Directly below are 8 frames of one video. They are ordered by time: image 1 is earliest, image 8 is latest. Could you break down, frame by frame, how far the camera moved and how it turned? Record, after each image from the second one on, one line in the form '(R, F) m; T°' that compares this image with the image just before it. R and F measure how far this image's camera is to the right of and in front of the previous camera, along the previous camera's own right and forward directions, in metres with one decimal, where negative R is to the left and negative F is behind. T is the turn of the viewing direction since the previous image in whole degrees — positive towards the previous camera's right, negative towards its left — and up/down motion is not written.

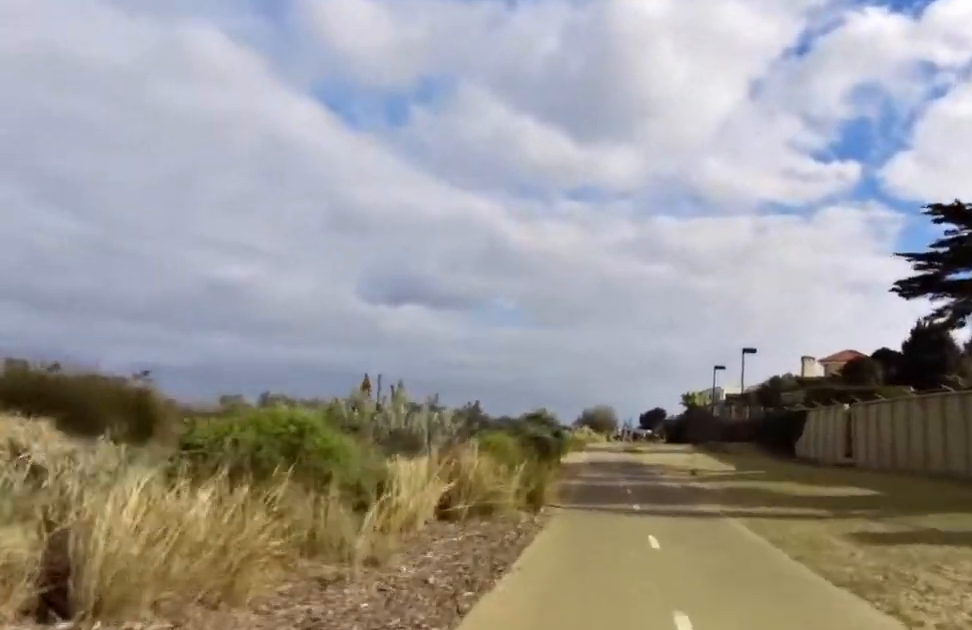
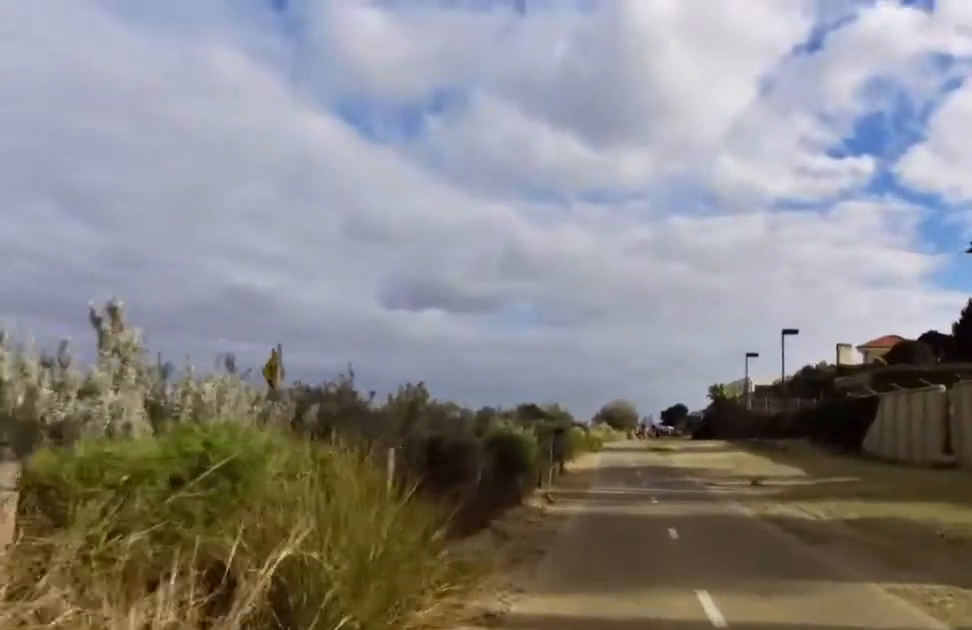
(-0.9, +7.6) m; -4°
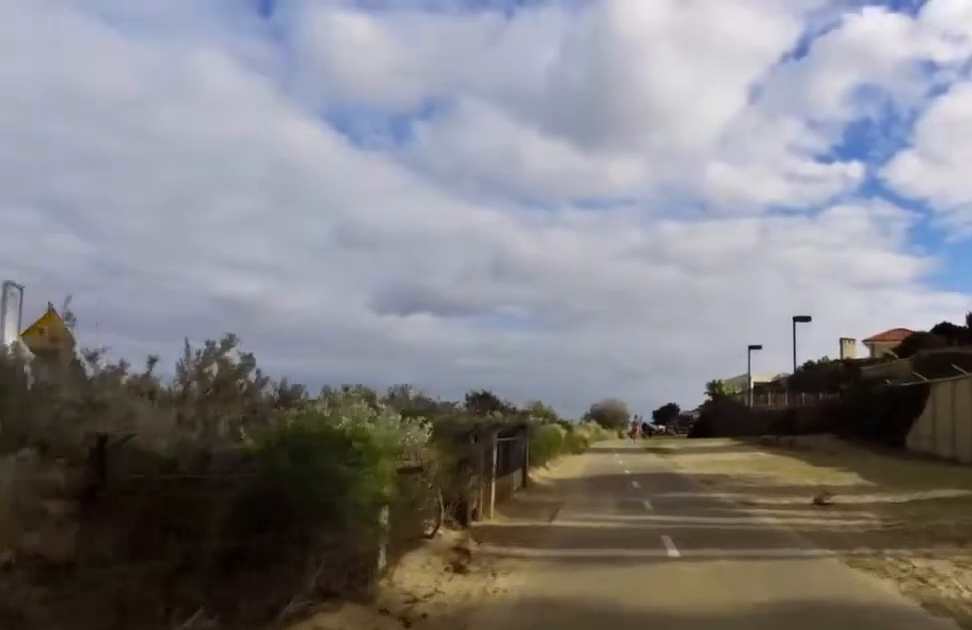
(+0.1, +5.5) m; +5°
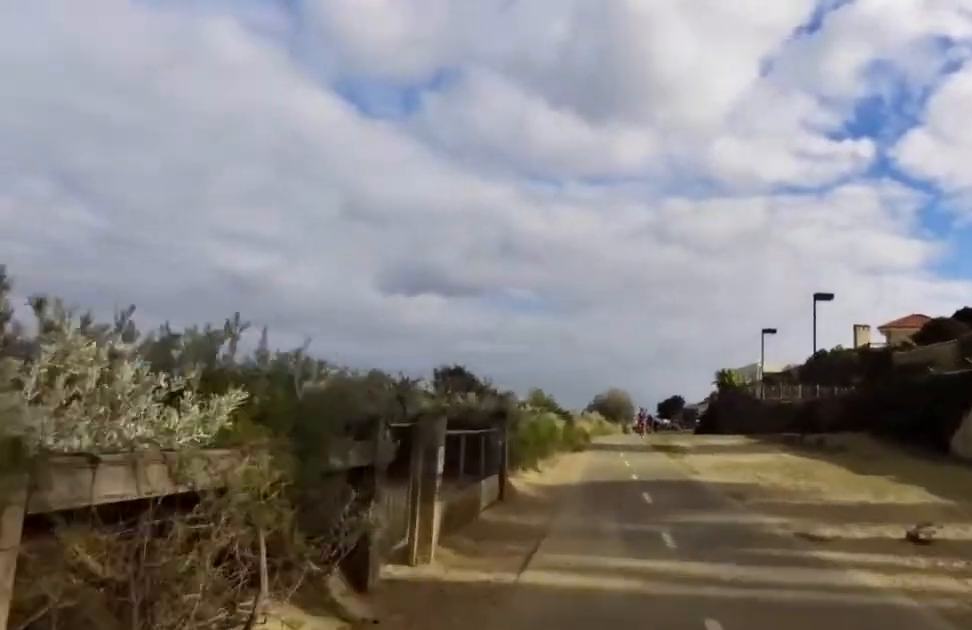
(+0.5, +2.8) m; 0°
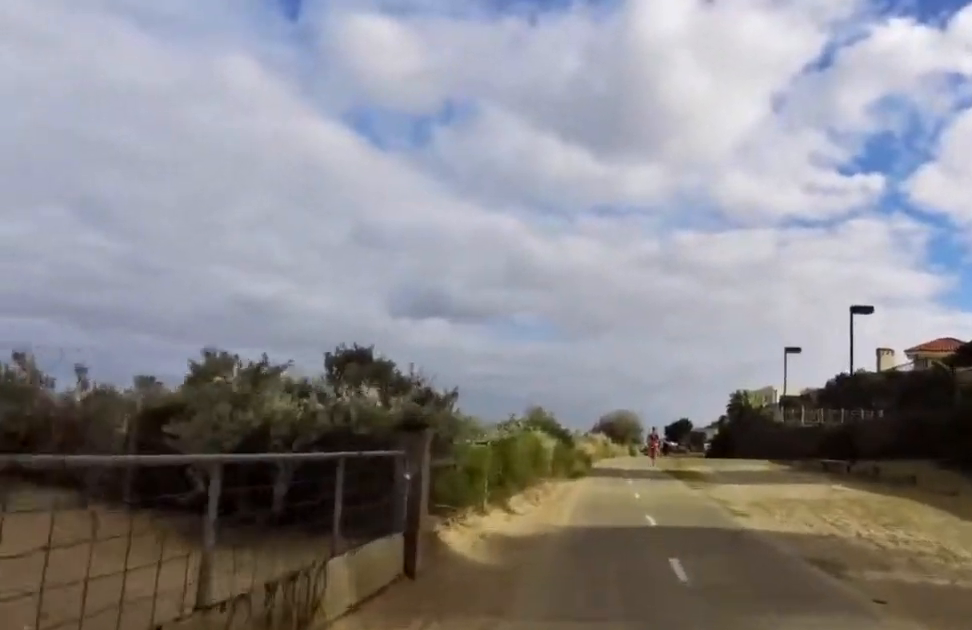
(-0.1, +4.4) m; -4°
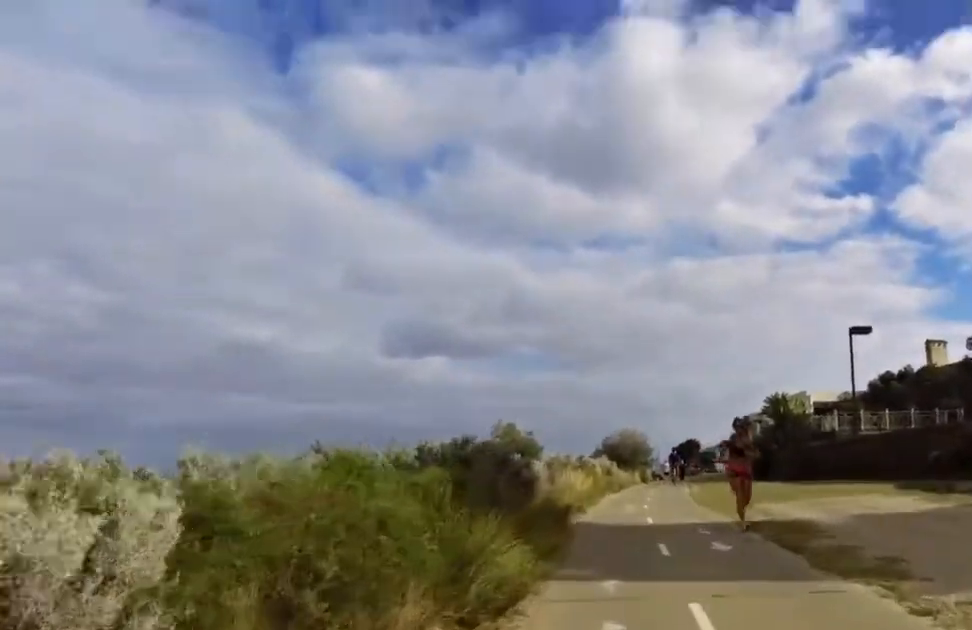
(-1.4, +12.6) m; -3°
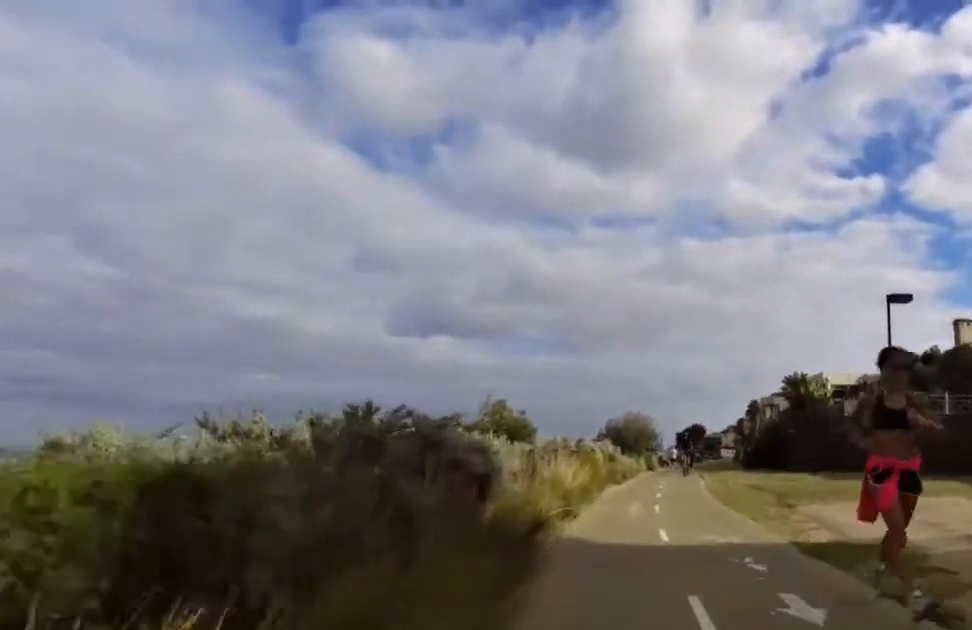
(-0.2, +3.8) m; +6°
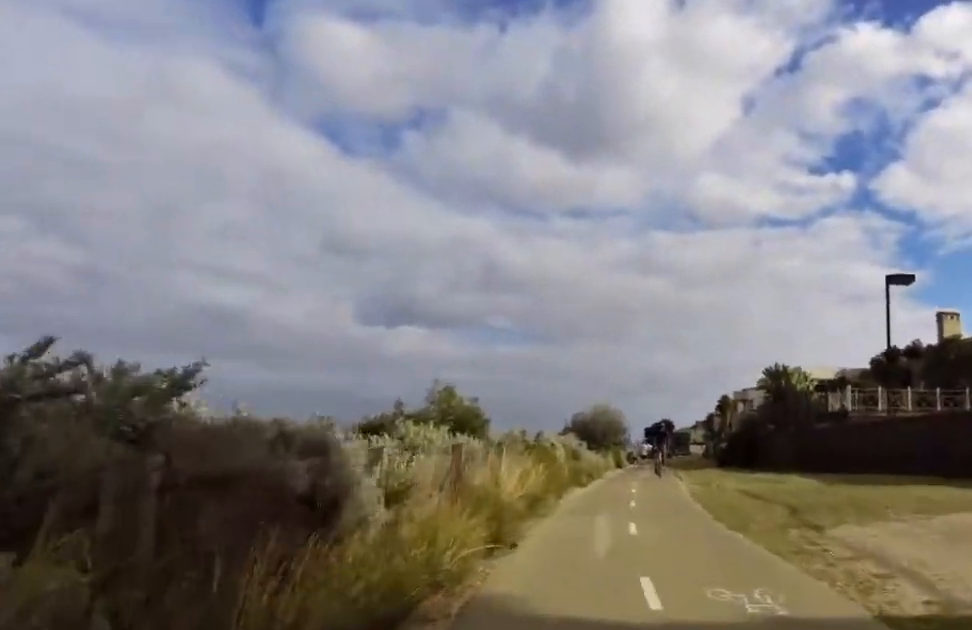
(+0.3, +3.3) m; +3°
